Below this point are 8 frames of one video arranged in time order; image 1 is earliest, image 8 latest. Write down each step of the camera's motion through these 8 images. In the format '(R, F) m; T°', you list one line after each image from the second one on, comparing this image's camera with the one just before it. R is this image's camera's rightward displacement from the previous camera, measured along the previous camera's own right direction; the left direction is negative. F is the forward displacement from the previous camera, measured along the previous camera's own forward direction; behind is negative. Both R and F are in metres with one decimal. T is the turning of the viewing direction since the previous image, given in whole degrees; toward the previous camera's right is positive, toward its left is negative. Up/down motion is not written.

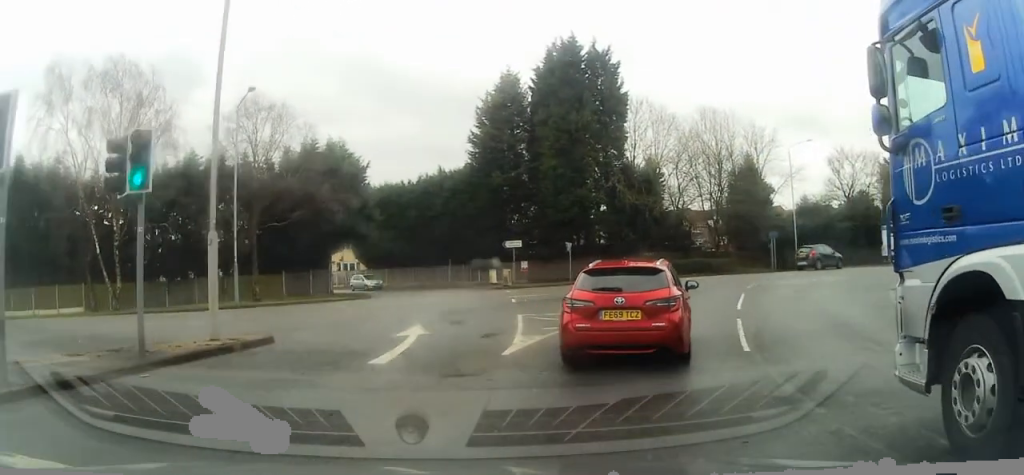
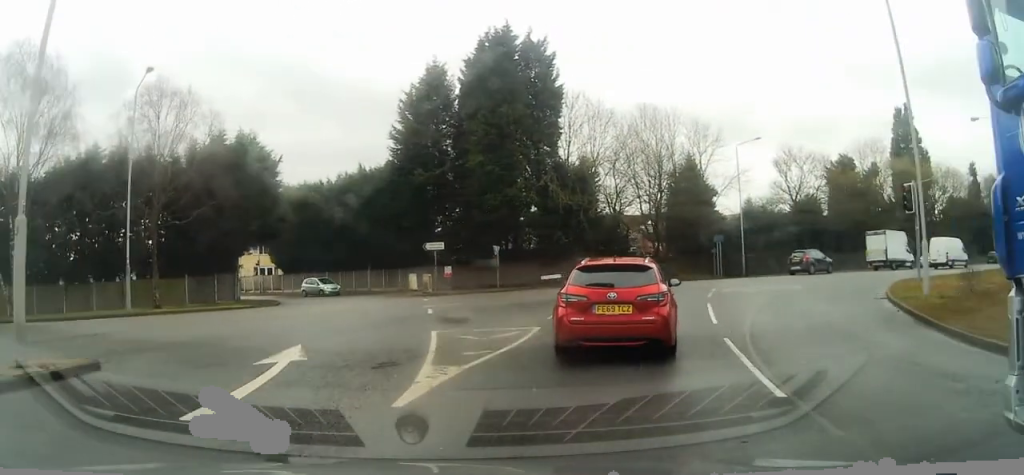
(+0.4, +4.0) m; +7°
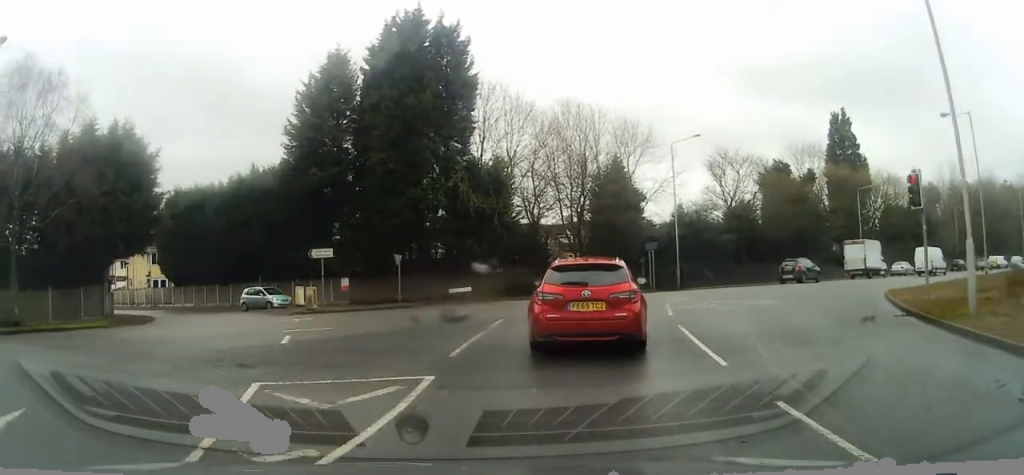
(+0.4, +5.7) m; +4°
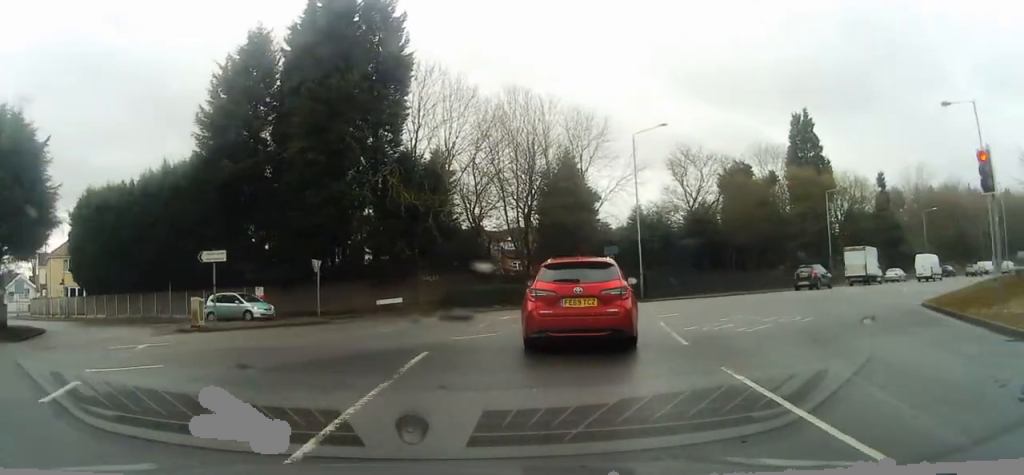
(-0.3, +6.0) m; +5°
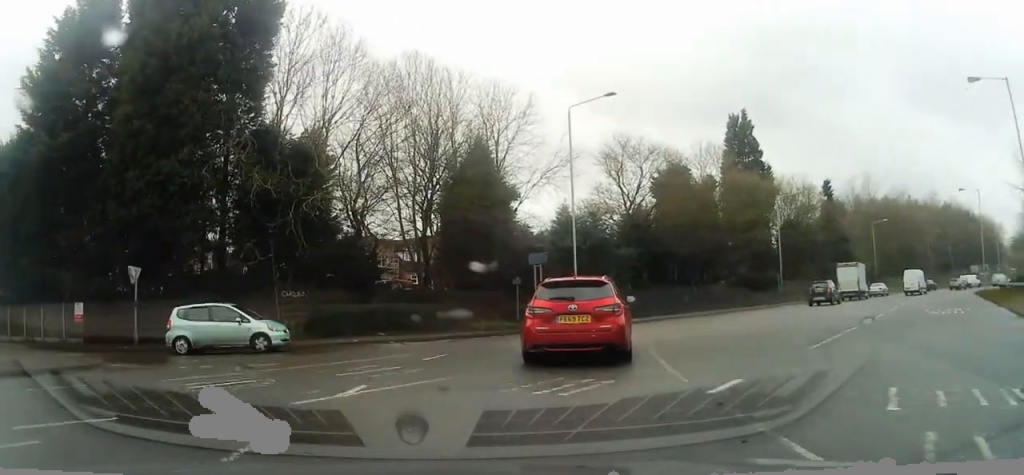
(+1.4, +10.0) m; +11°
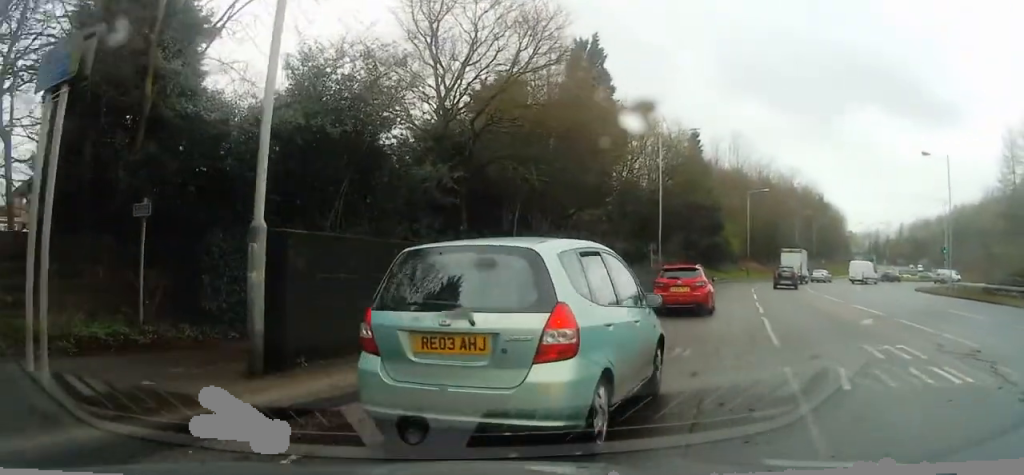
(+1.7, +21.1) m; +12°
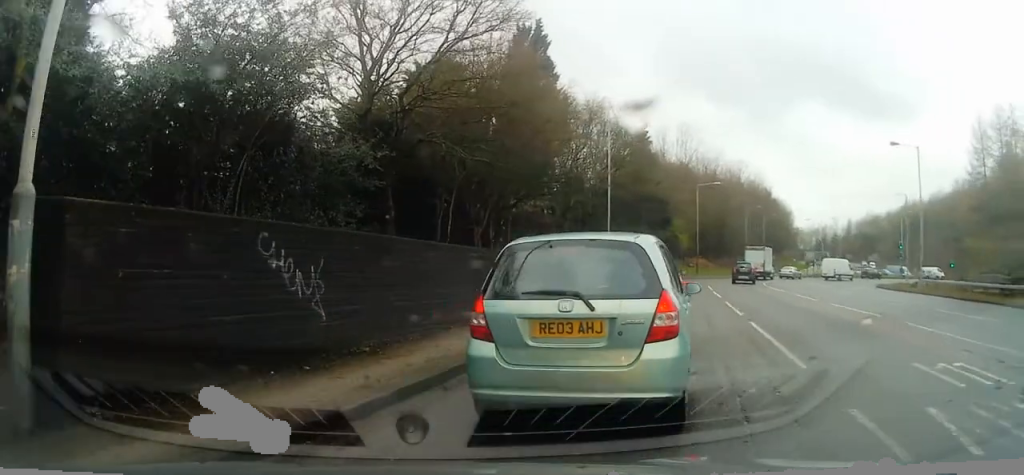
(+0.3, +3.7) m; +8°
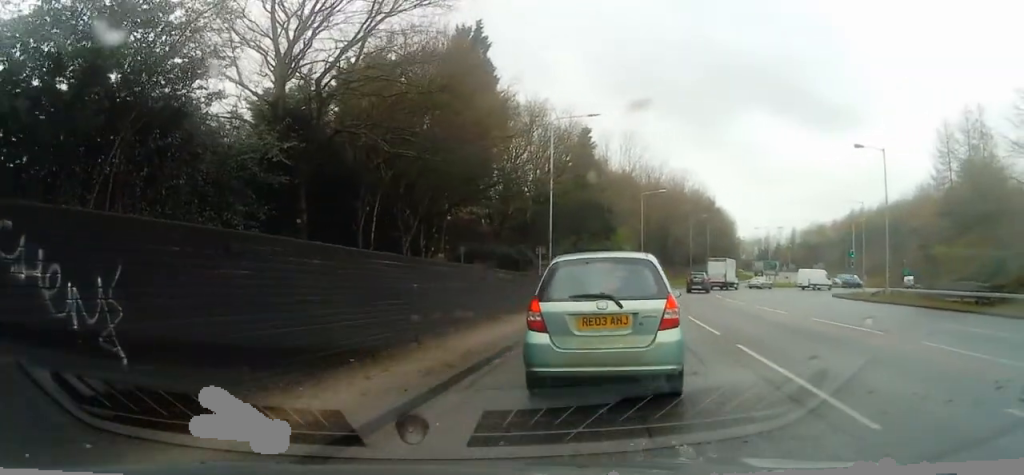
(+0.6, +3.7) m; +10°
